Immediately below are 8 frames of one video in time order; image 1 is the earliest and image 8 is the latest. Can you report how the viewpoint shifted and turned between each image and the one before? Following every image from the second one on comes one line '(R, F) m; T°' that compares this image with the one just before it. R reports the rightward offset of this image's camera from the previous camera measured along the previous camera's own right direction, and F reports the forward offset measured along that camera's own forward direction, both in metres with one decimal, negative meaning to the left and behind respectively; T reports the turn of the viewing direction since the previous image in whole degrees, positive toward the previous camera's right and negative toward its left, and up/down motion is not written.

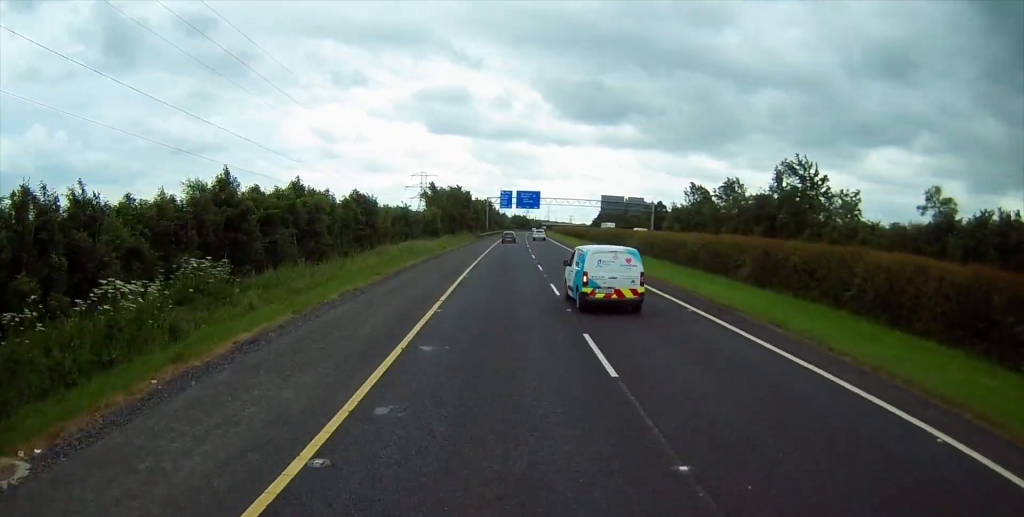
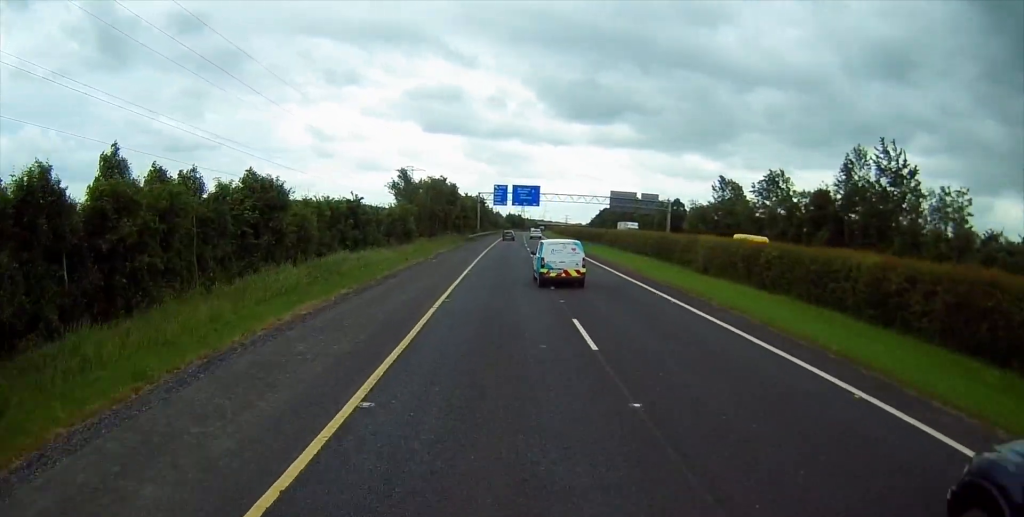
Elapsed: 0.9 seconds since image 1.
(0.0, +21.6) m; 0°
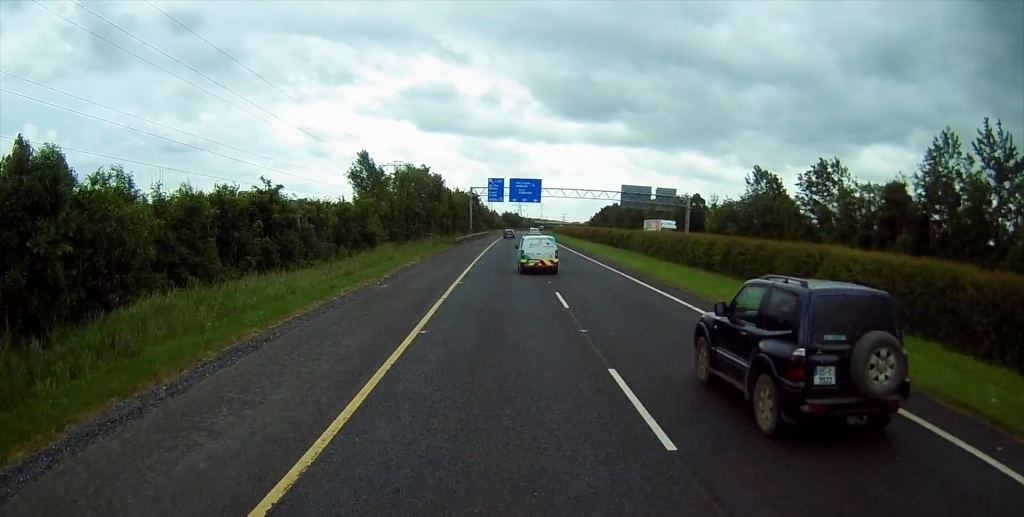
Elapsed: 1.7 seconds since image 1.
(0.0, +17.8) m; +1°
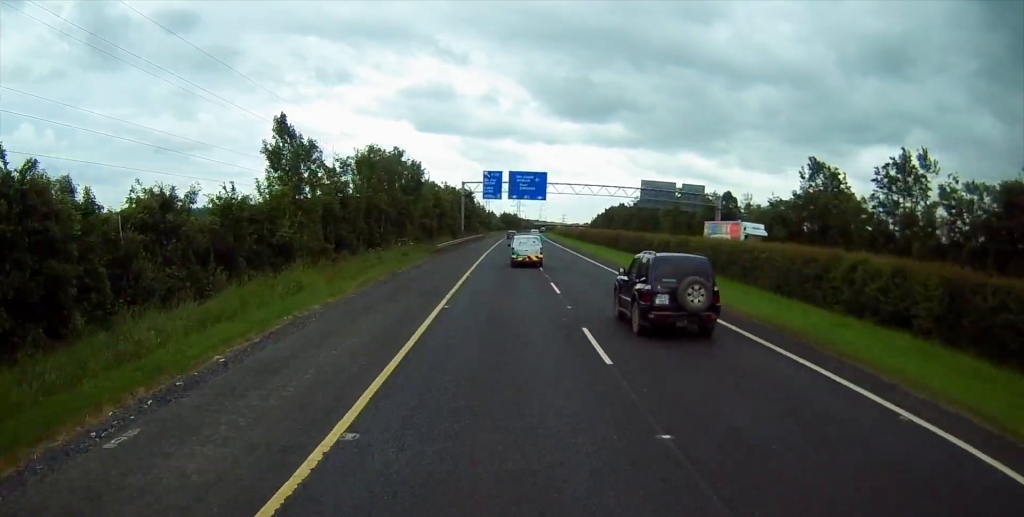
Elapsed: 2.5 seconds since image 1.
(+0.2, +19.4) m; +1°
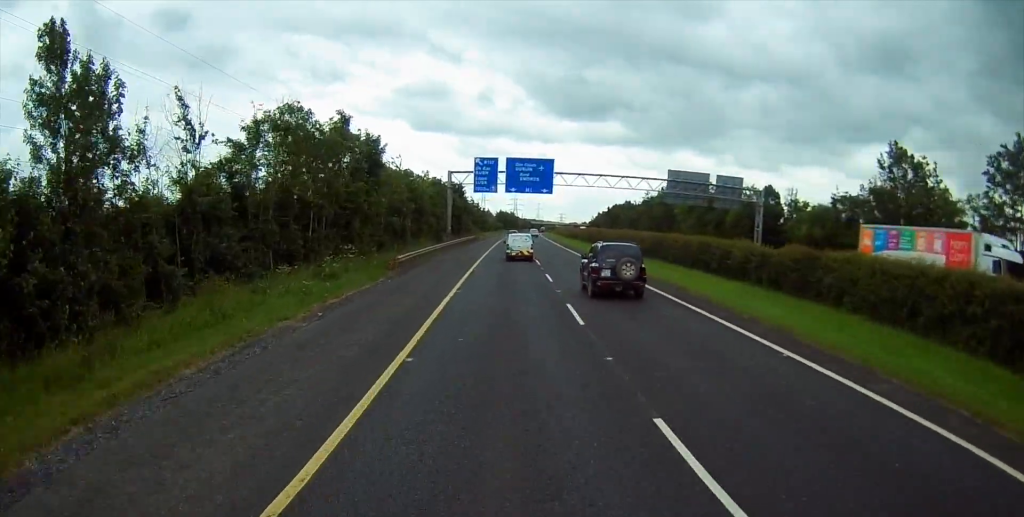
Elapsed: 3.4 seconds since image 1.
(0.0, +19.4) m; 0°
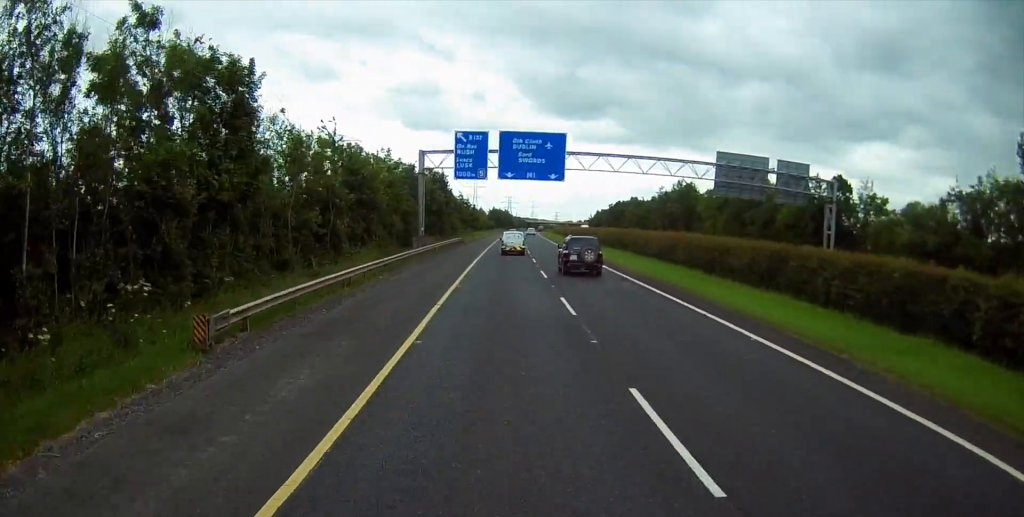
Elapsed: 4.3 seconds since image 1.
(0.0, +22.5) m; 0°
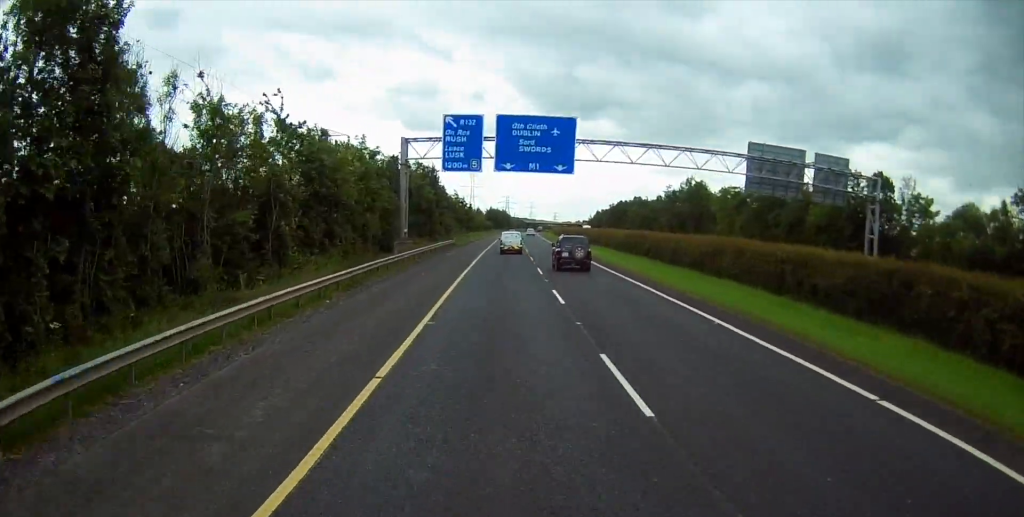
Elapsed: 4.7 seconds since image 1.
(0.0, +9.3) m; 0°
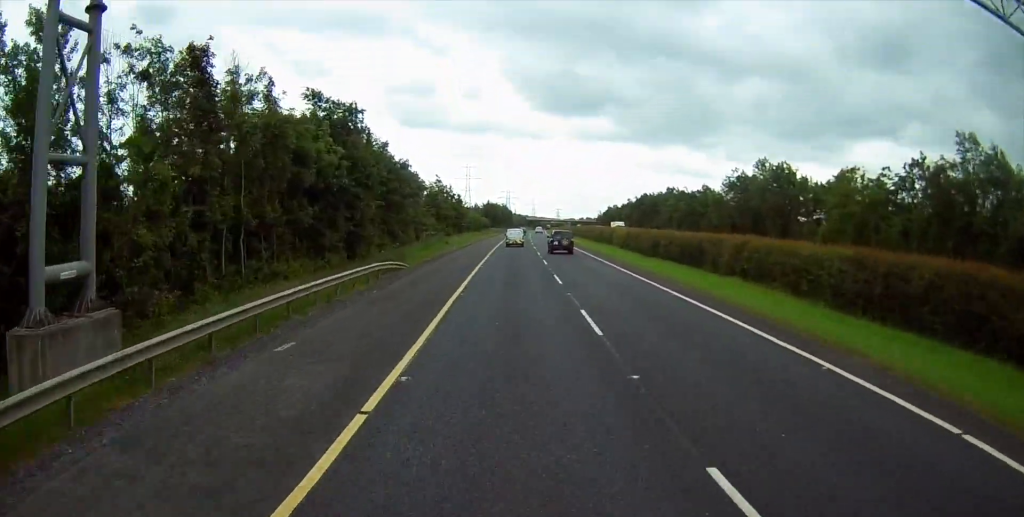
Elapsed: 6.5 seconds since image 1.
(+0.4, +41.8) m; +1°
